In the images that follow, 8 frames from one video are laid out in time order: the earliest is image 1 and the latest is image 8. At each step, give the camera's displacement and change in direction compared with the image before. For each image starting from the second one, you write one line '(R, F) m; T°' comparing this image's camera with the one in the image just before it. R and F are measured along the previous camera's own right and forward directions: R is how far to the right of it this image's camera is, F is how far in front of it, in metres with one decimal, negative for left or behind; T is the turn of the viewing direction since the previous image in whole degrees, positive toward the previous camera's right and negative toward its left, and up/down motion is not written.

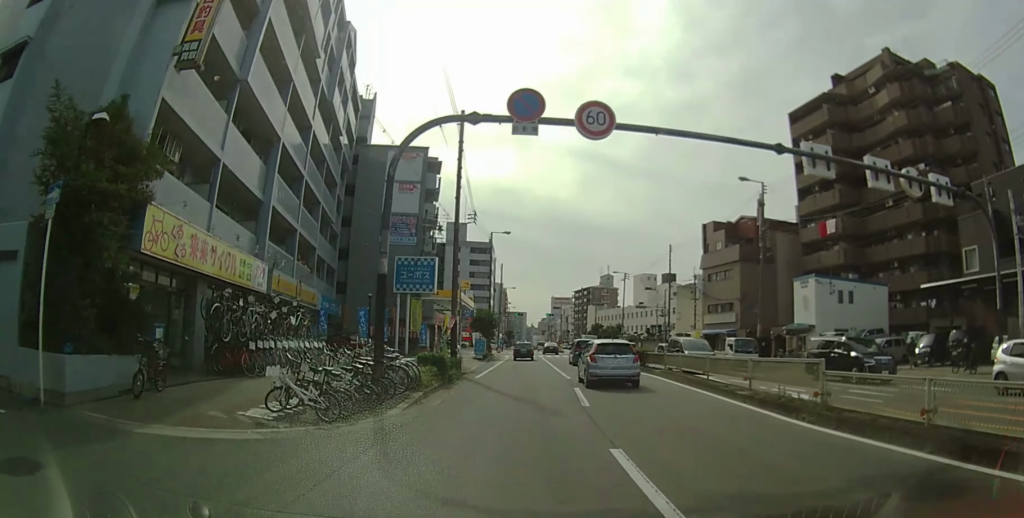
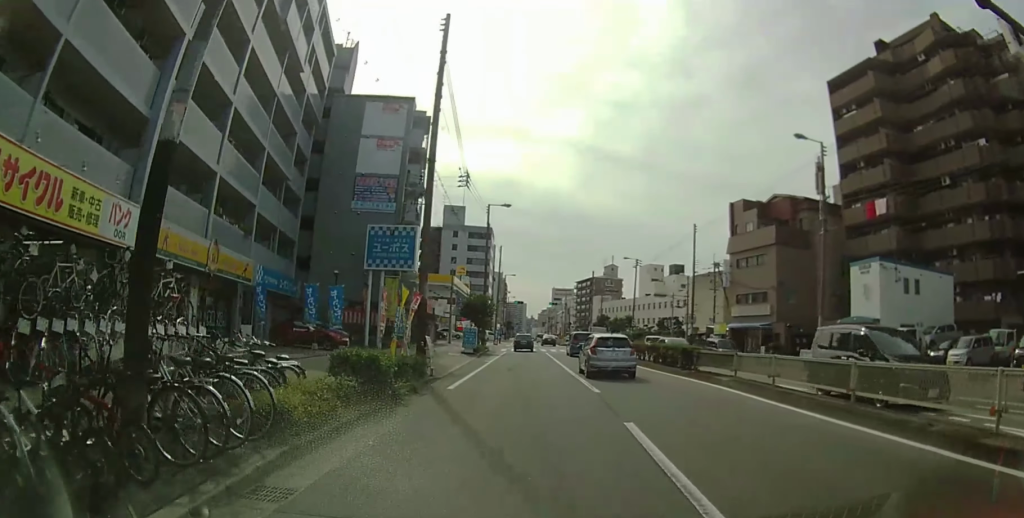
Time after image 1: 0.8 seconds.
(0.0, +9.2) m; 0°
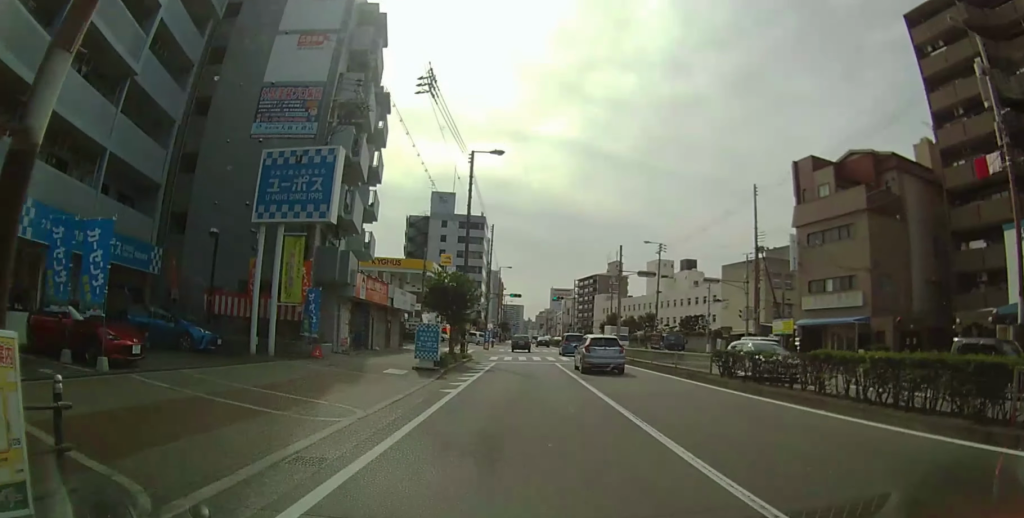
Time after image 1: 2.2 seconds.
(0.0, +16.7) m; 0°
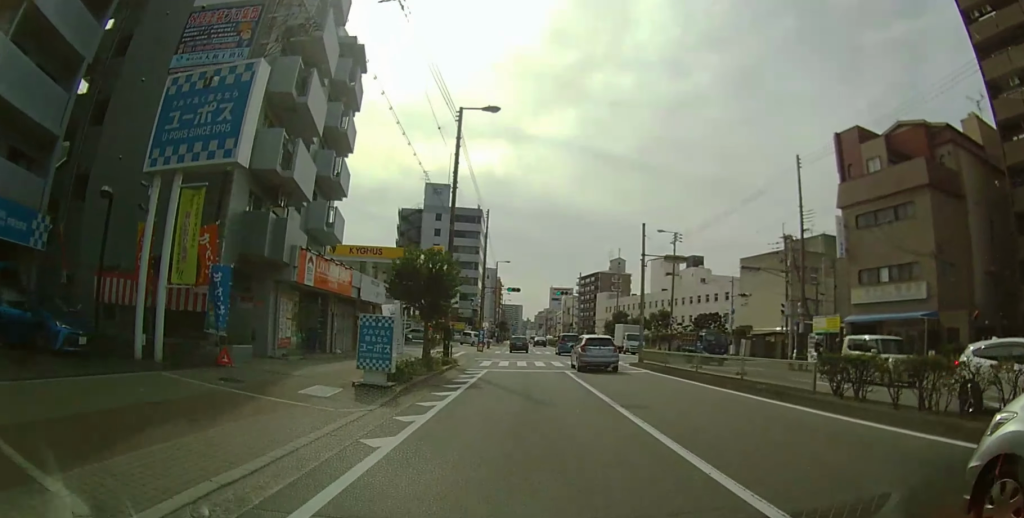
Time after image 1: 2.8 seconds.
(0.0, +7.5) m; 0°
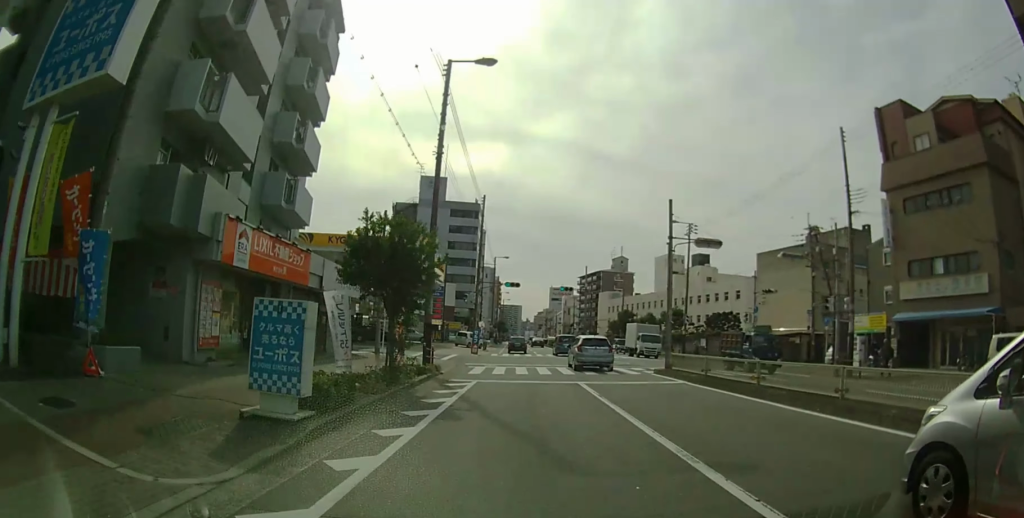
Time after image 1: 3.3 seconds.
(0.0, +5.9) m; 0°
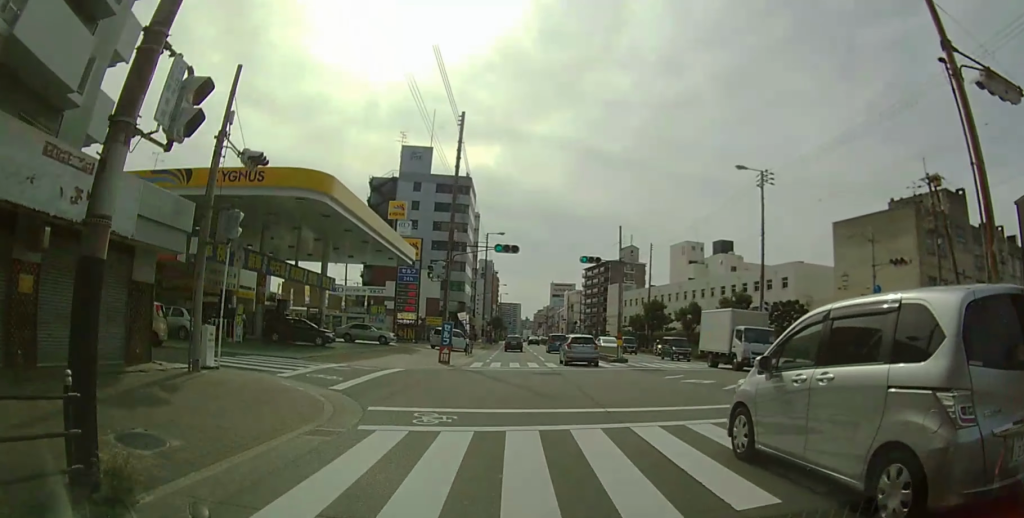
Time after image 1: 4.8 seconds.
(0.0, +19.3) m; -1°
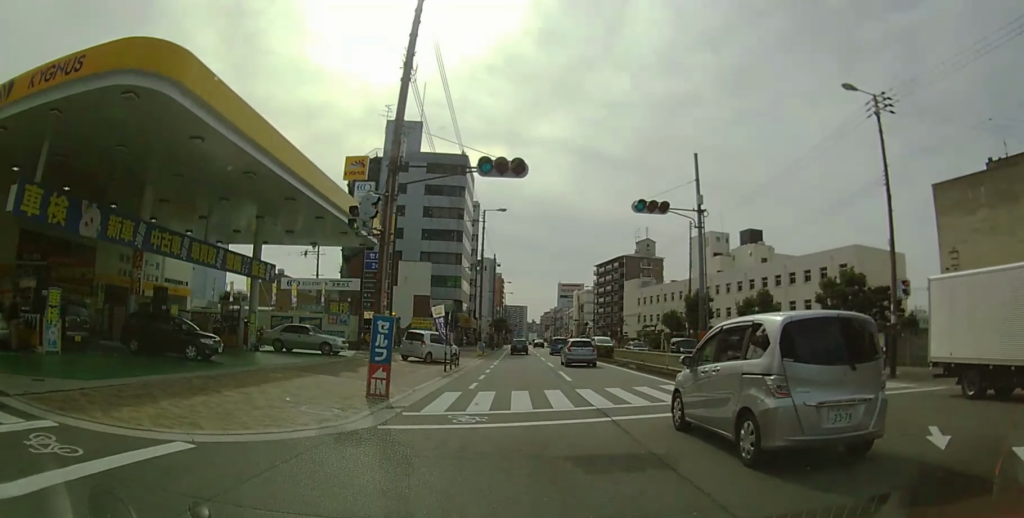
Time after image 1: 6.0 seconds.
(-0.3, +14.7) m; -1°
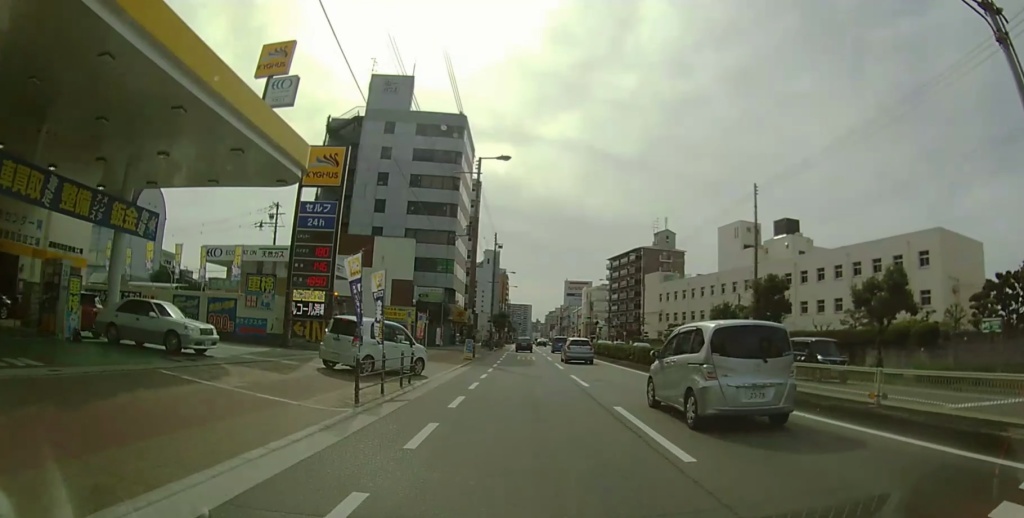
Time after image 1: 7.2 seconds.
(+0.3, +14.0) m; +2°
